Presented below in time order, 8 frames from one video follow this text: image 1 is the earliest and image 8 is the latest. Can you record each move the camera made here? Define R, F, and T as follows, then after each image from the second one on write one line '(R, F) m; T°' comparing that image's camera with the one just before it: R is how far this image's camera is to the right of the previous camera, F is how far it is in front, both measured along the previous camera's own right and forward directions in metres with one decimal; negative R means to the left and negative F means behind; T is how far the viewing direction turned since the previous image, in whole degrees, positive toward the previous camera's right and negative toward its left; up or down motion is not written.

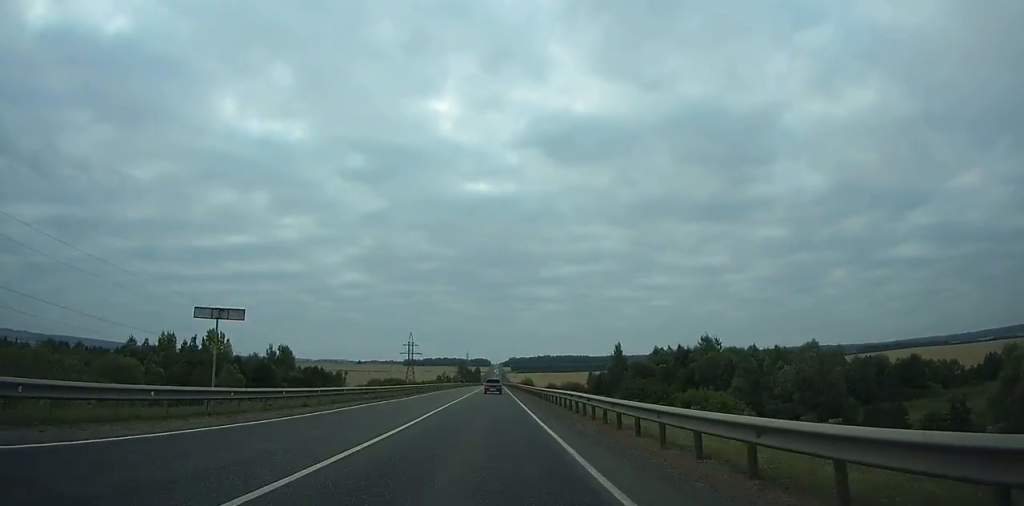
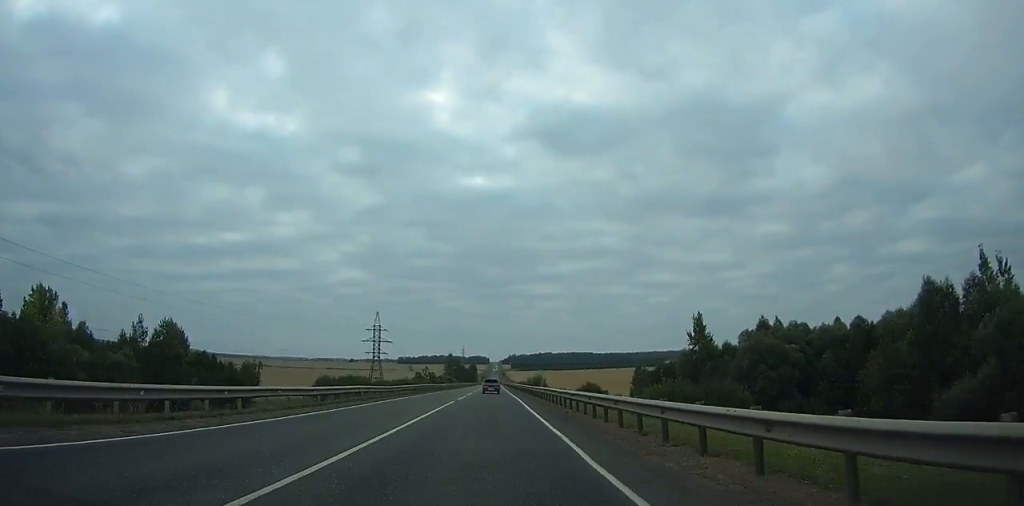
(-0.1, +79.7) m; 0°
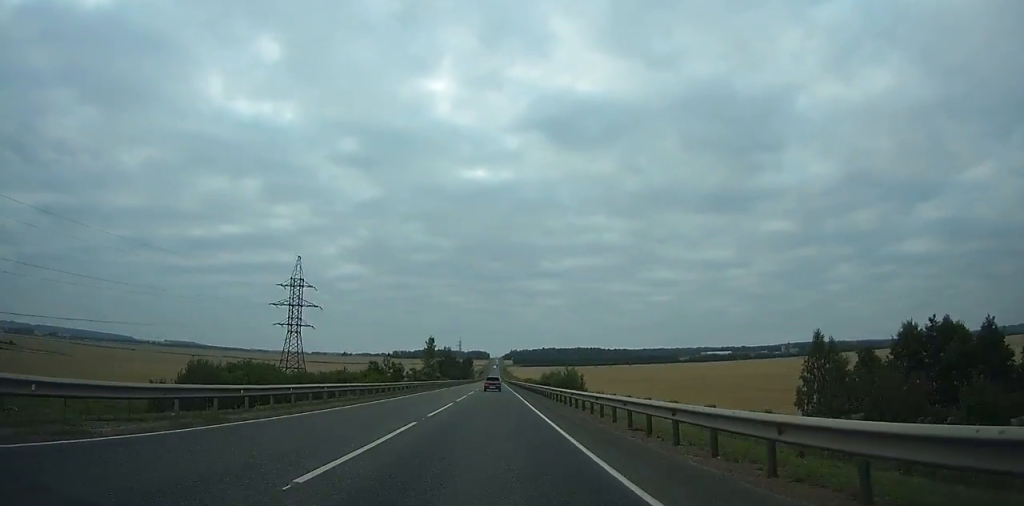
(-0.2, +87.0) m; 0°
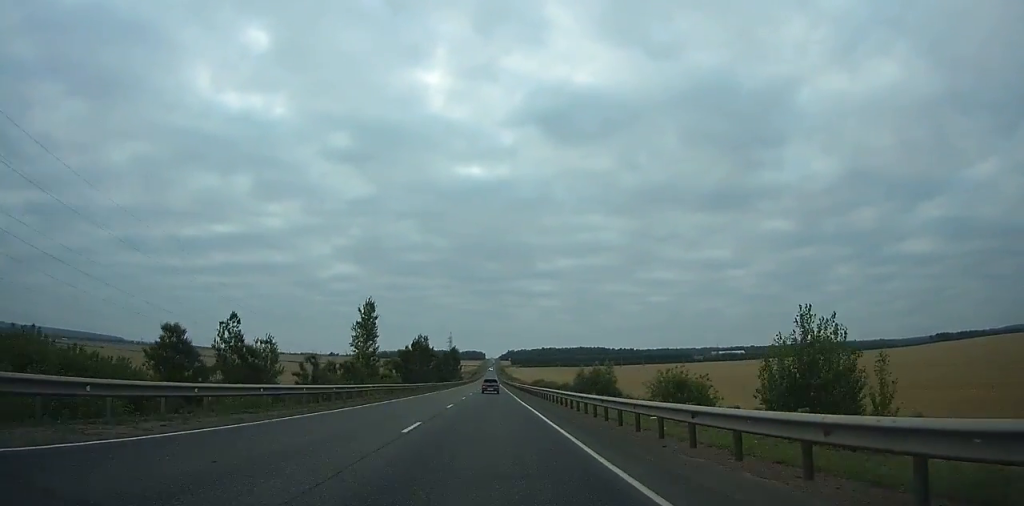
(+0.4, +94.2) m; 0°
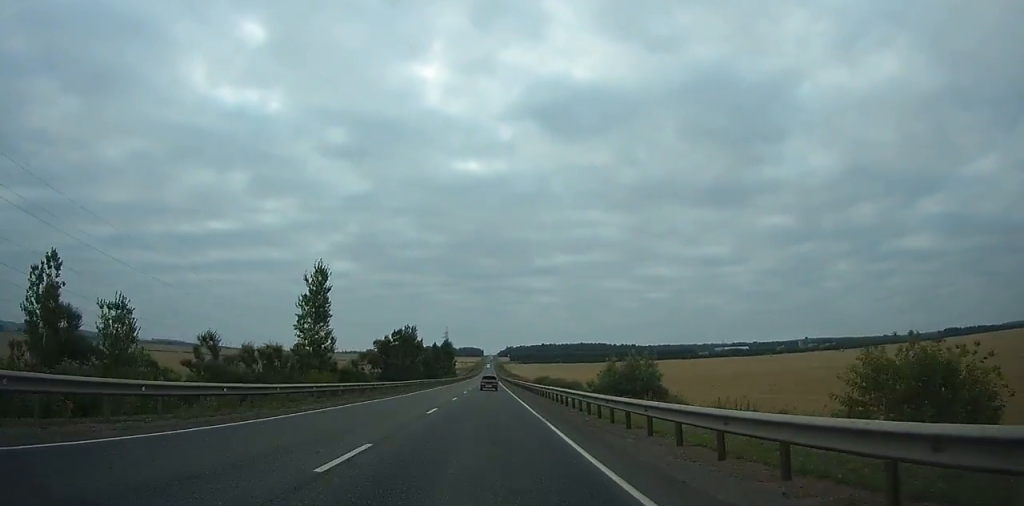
(0.0, +30.1) m; 0°
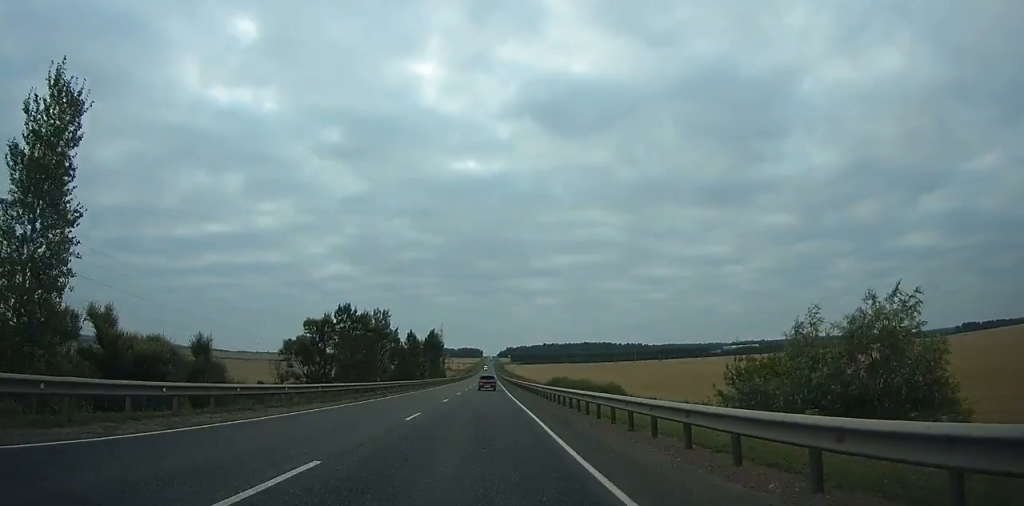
(+0.1, +52.0) m; 0°
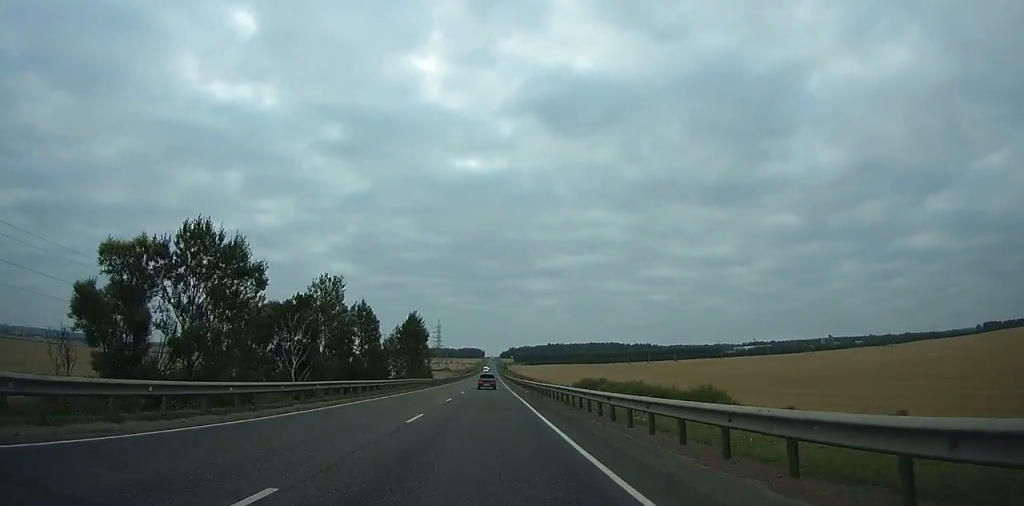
(-0.2, +48.1) m; 0°
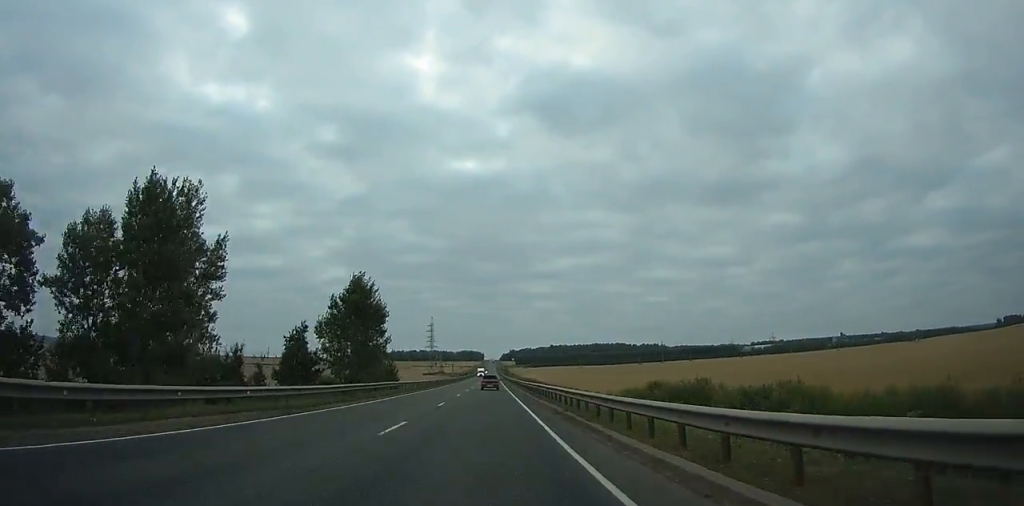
(-0.2, +50.7) m; 0°
